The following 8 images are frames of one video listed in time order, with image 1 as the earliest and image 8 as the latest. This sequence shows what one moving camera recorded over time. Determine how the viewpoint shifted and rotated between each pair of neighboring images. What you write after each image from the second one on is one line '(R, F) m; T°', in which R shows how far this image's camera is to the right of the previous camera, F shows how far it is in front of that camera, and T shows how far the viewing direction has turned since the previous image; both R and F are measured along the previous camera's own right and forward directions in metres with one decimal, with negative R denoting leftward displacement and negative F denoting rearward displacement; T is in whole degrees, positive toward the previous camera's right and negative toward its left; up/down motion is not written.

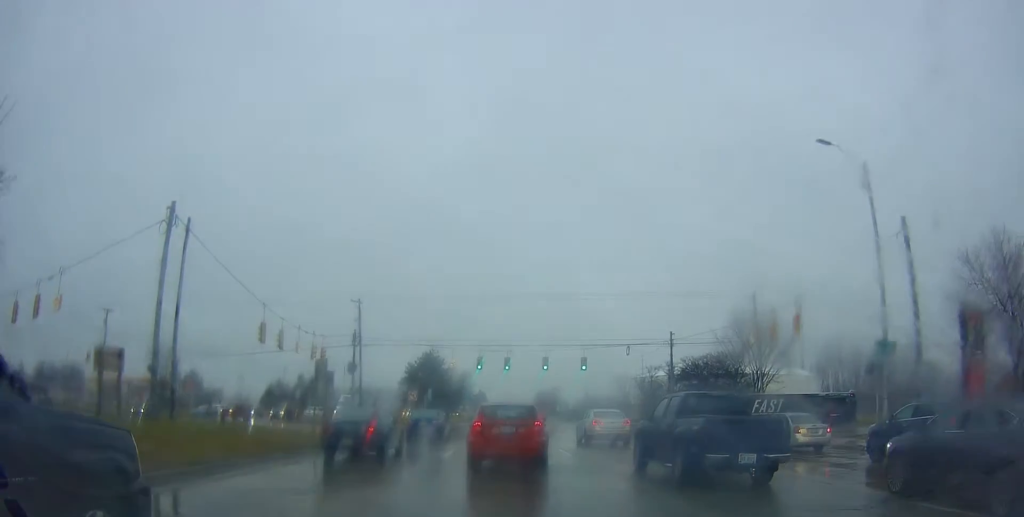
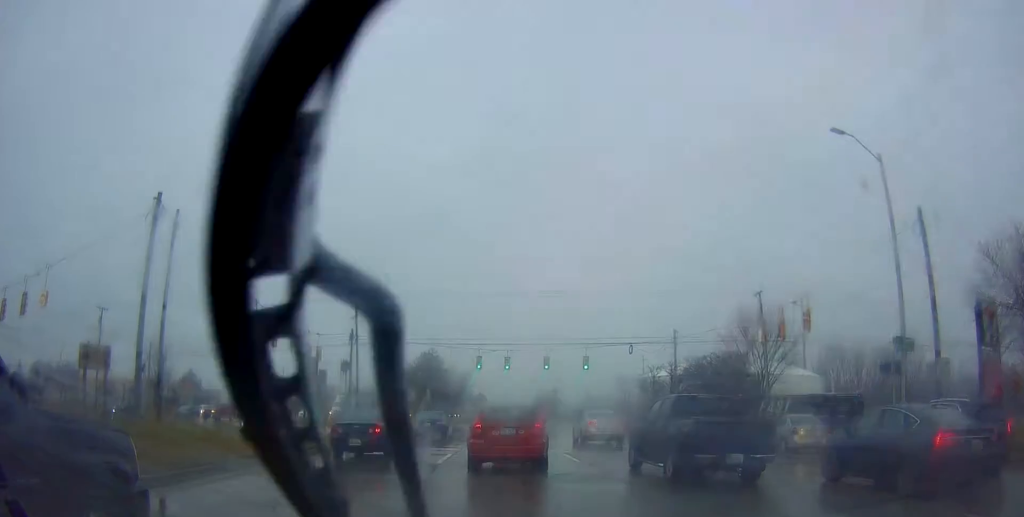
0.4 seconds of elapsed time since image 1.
(-0.1, +1.4) m; -2°
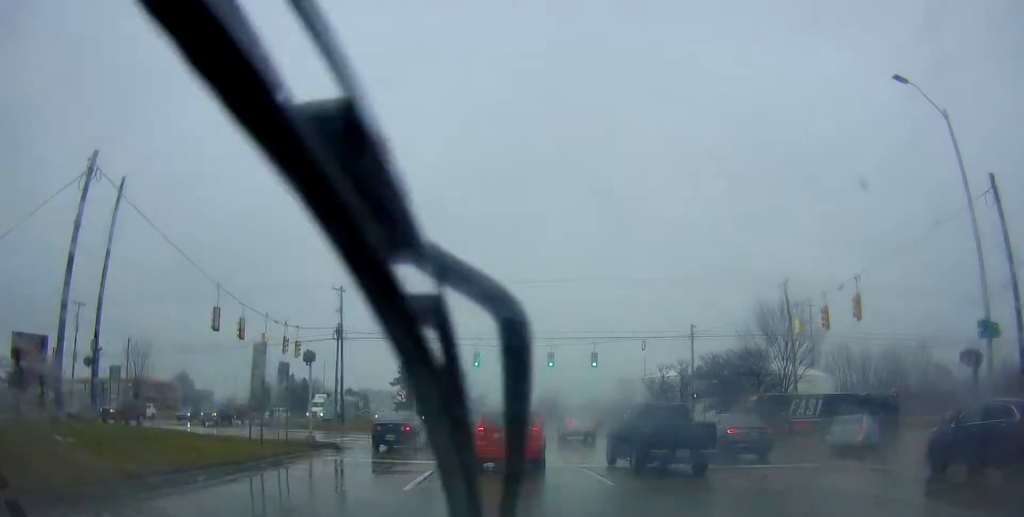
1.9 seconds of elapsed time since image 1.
(-0.3, +5.2) m; -3°
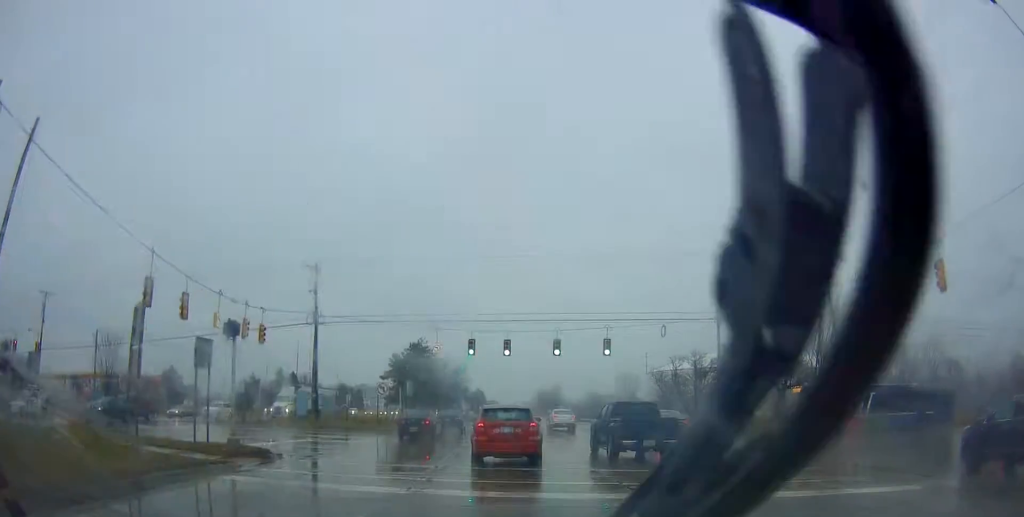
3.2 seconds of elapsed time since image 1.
(+0.1, +6.3) m; +3°
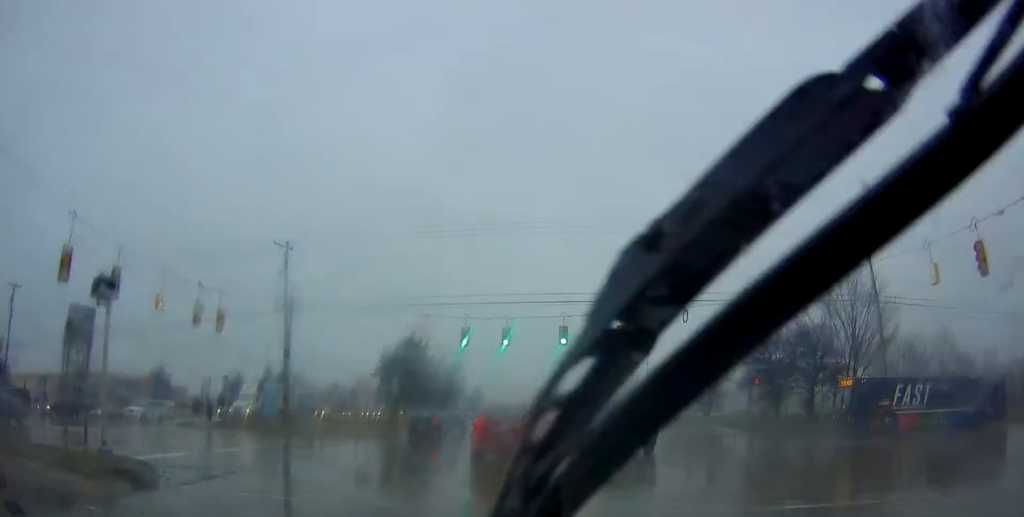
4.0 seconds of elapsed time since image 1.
(+0.2, +5.8) m; +3°
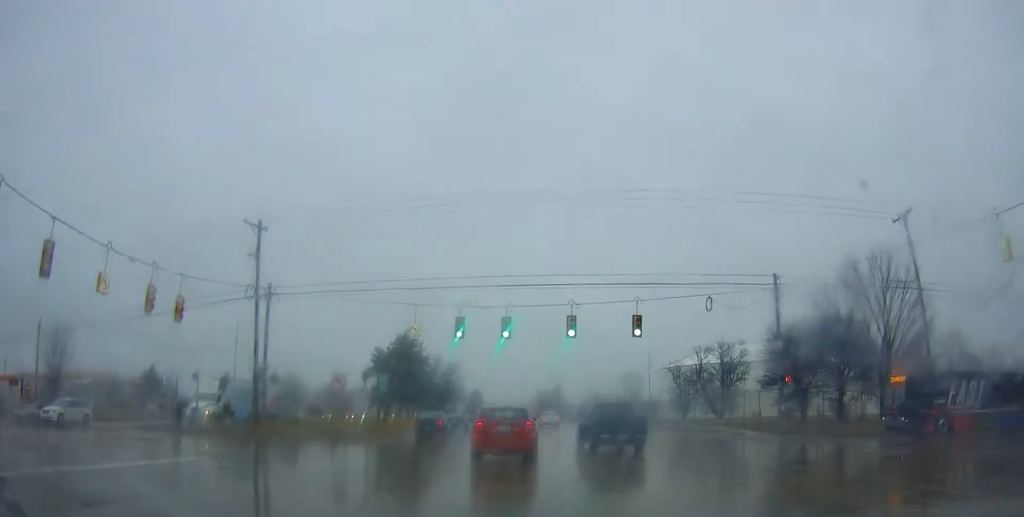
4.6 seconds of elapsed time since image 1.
(+0.1, +4.8) m; -1°
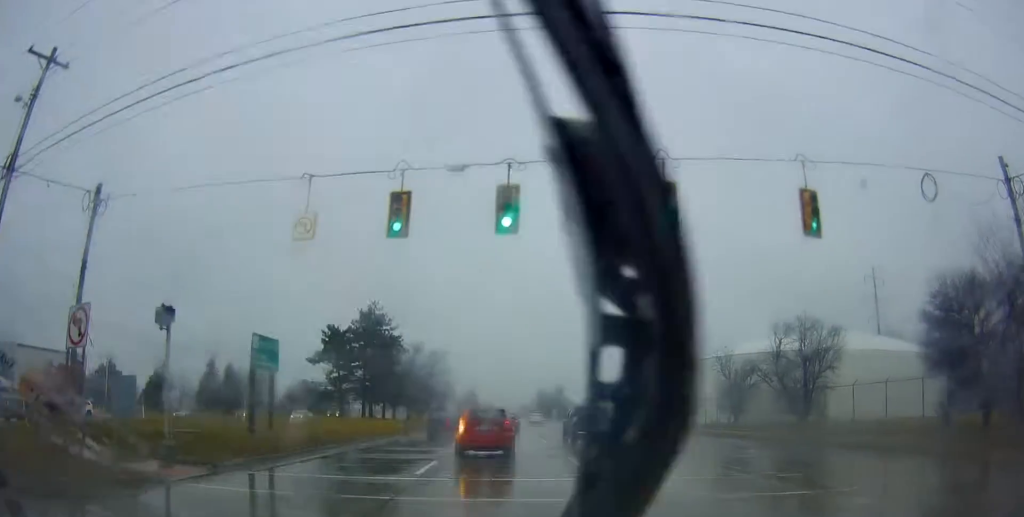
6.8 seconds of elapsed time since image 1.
(-0.8, +20.2) m; -2°
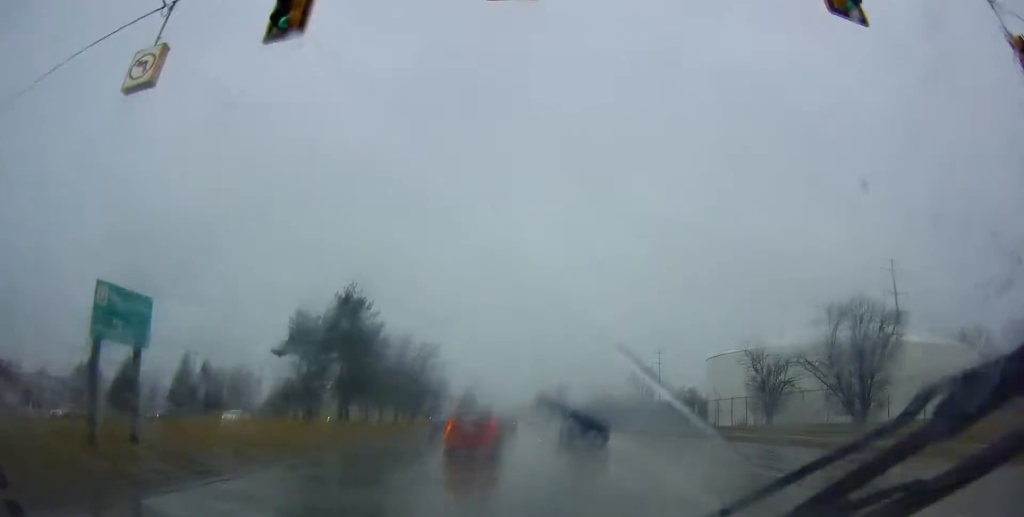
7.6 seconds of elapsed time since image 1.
(+0.1, +8.9) m; +1°
